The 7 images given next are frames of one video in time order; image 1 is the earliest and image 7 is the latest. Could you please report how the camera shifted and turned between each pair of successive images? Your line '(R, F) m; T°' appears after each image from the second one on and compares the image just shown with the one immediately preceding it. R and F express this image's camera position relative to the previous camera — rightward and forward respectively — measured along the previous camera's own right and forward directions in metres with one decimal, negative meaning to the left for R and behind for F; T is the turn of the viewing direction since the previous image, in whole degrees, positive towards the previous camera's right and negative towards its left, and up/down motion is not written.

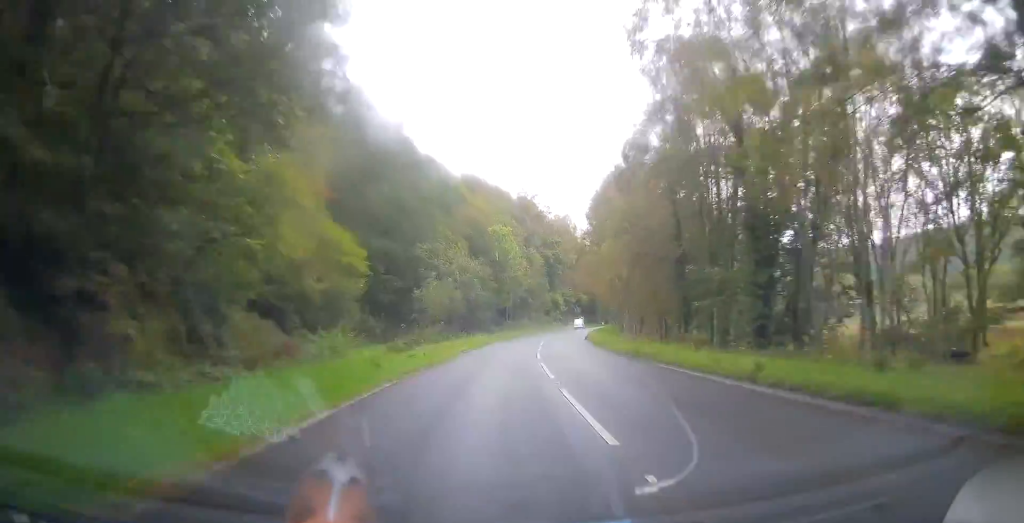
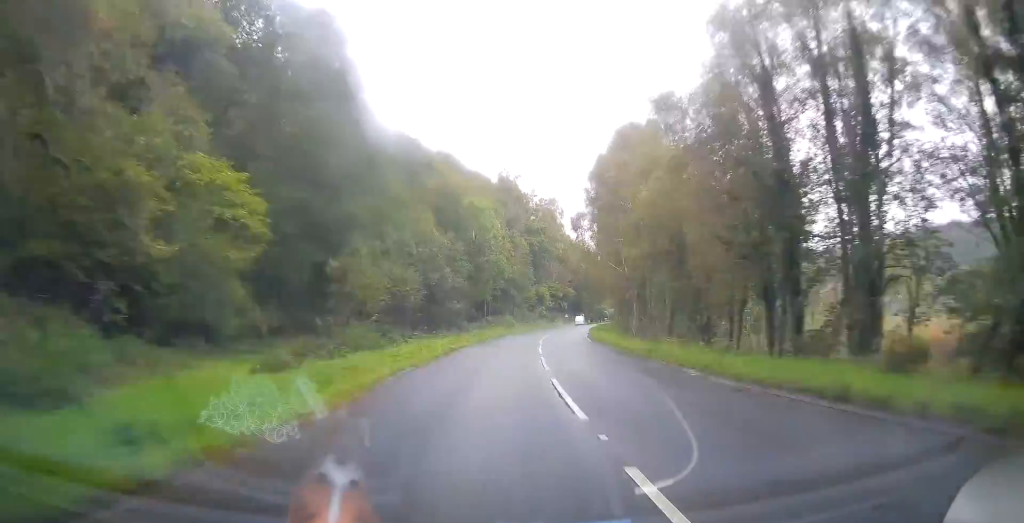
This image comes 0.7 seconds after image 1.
(+0.1, +16.5) m; +1°
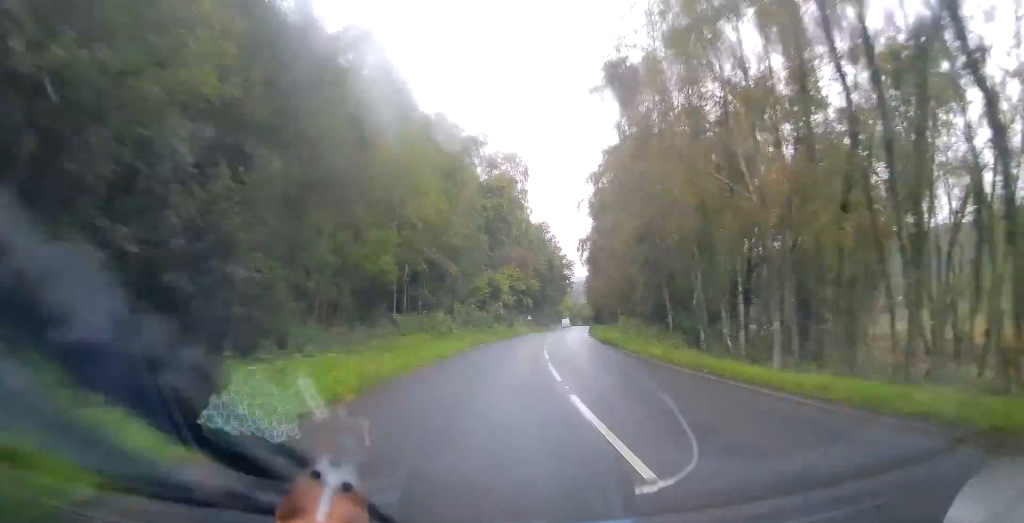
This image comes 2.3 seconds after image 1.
(+1.2, +39.8) m; +4°
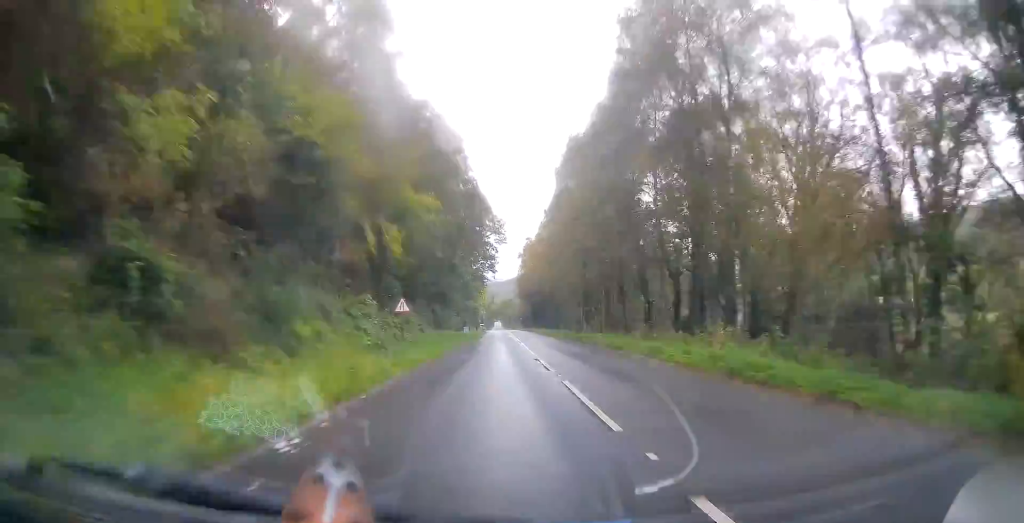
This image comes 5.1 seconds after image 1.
(+6.3, +69.9) m; +9°
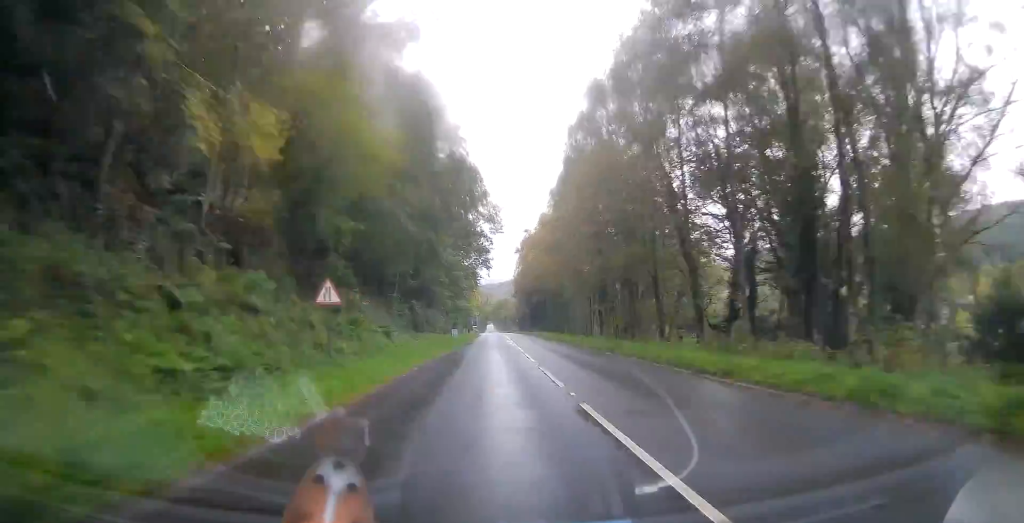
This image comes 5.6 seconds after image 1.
(0.0, +12.7) m; +1°
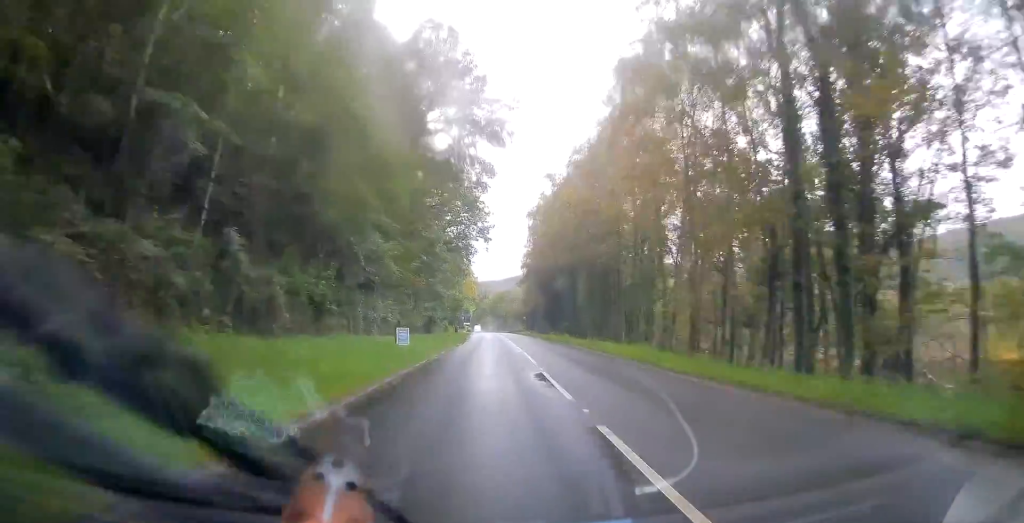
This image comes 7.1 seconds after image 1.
(+0.8, +38.8) m; 0°
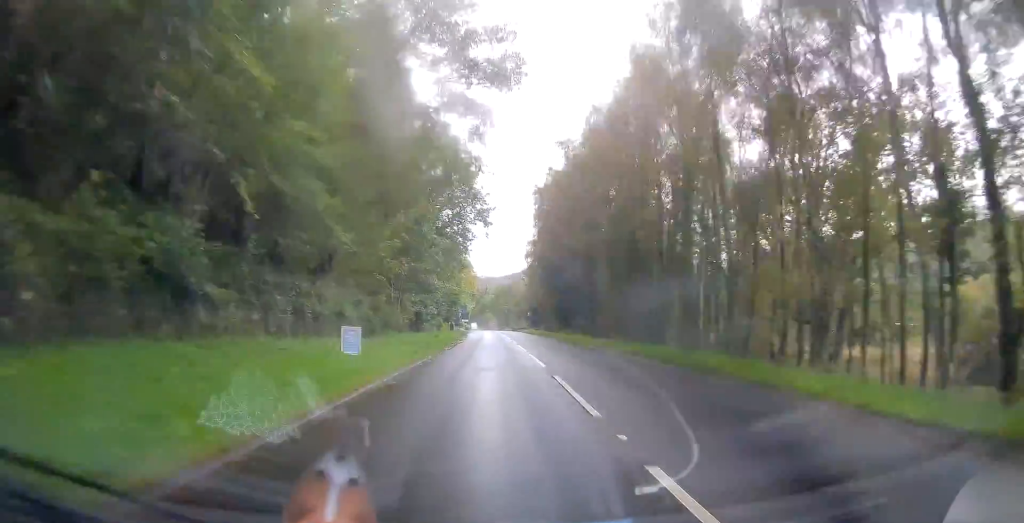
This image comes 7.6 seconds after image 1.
(0.0, +11.6) m; -1°
